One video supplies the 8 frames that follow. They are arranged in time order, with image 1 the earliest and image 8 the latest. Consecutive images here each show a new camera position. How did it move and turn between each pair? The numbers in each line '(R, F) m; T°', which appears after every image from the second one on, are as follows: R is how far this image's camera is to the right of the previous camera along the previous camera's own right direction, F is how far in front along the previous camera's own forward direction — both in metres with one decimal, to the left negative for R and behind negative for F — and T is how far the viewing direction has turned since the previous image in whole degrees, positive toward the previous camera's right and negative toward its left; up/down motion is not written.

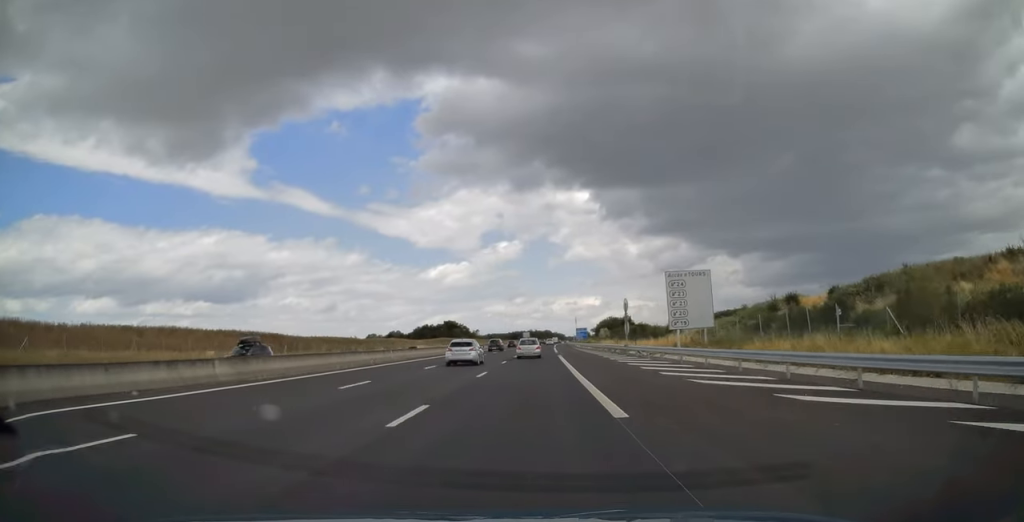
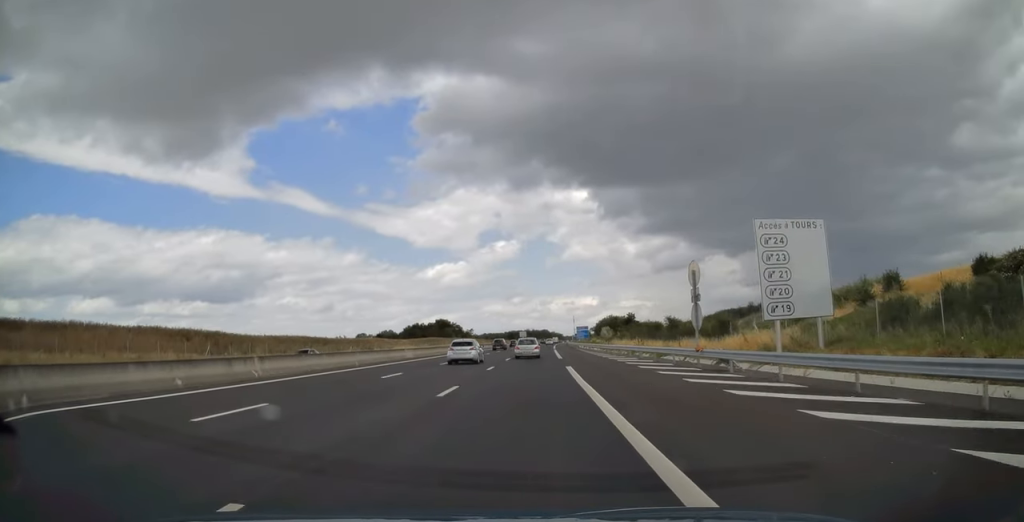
(+0.1, +19.5) m; 0°
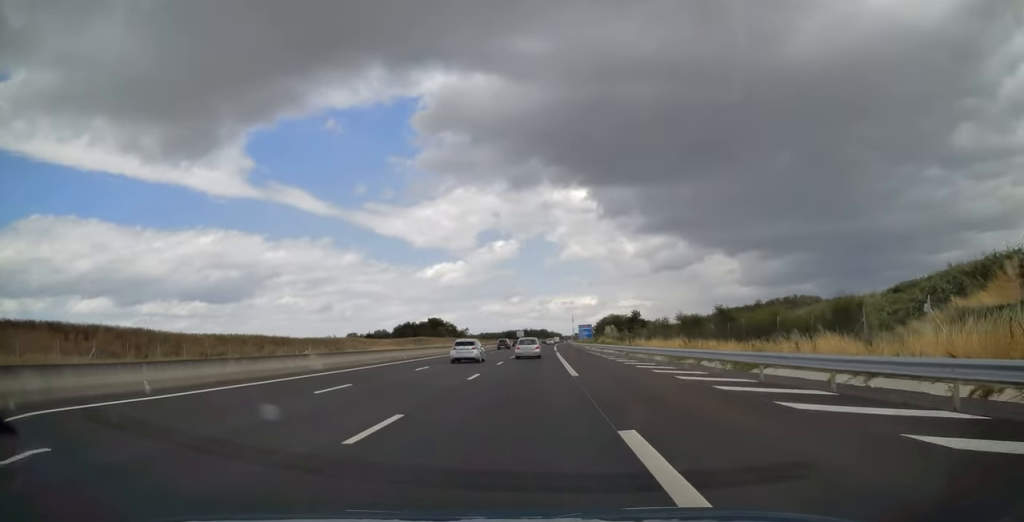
(0.0, +18.5) m; 0°
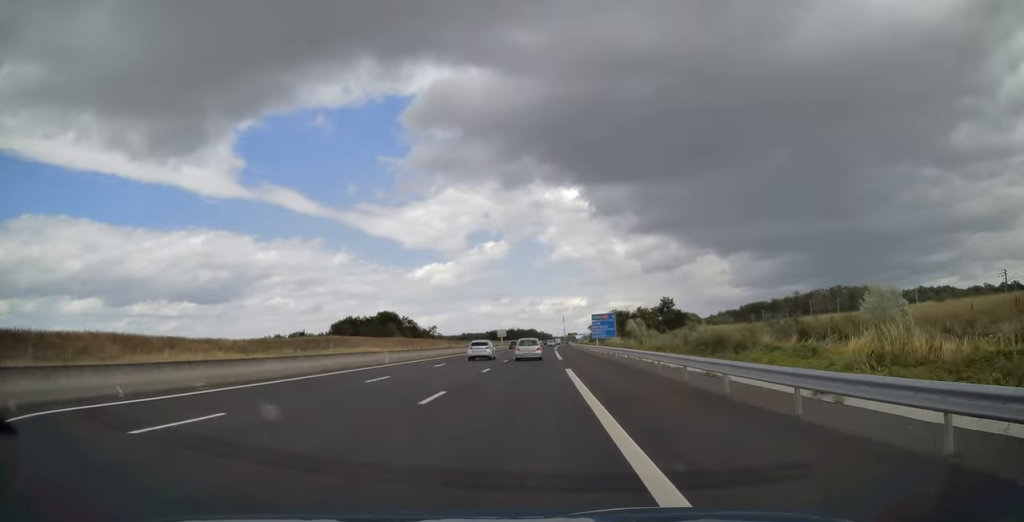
(+0.9, +92.6) m; +1°
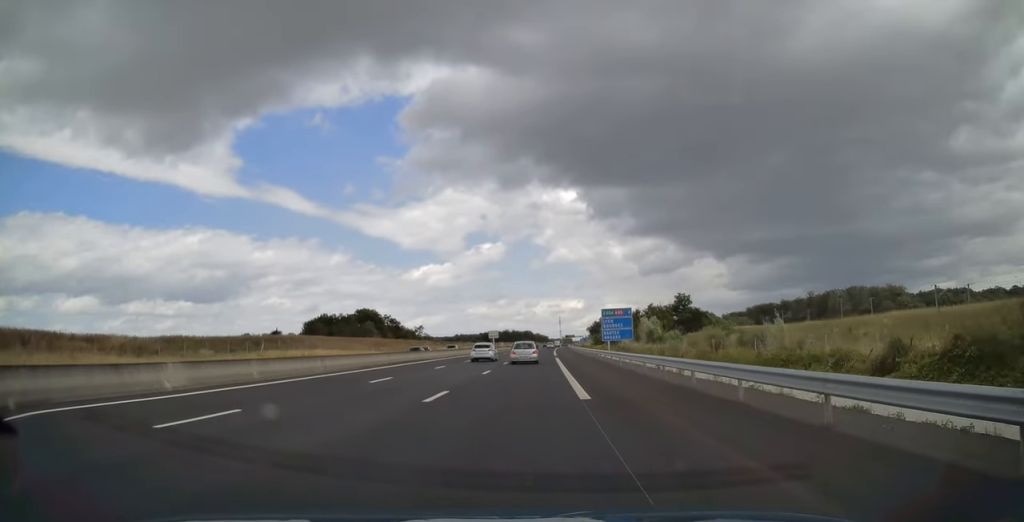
(+0.1, +26.0) m; 0°
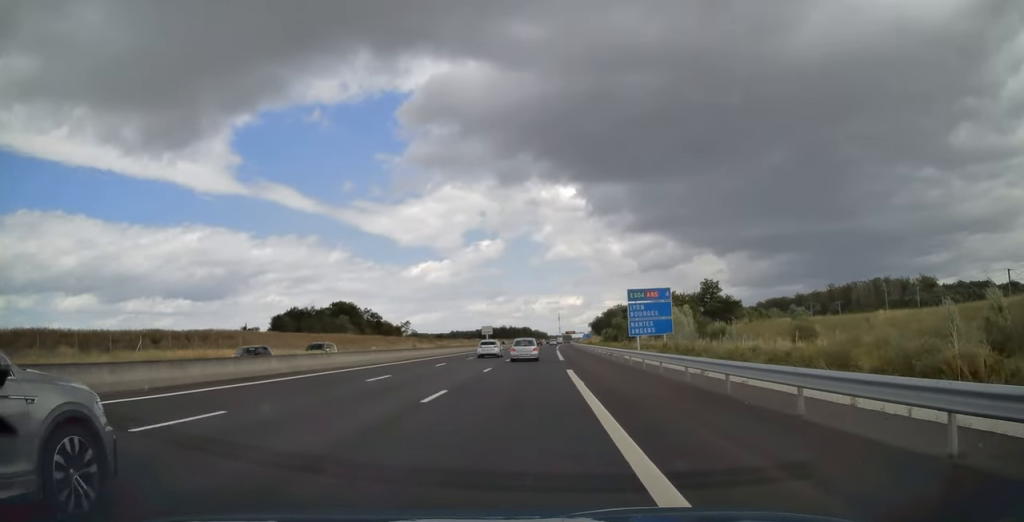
(+0.1, +27.5) m; 0°
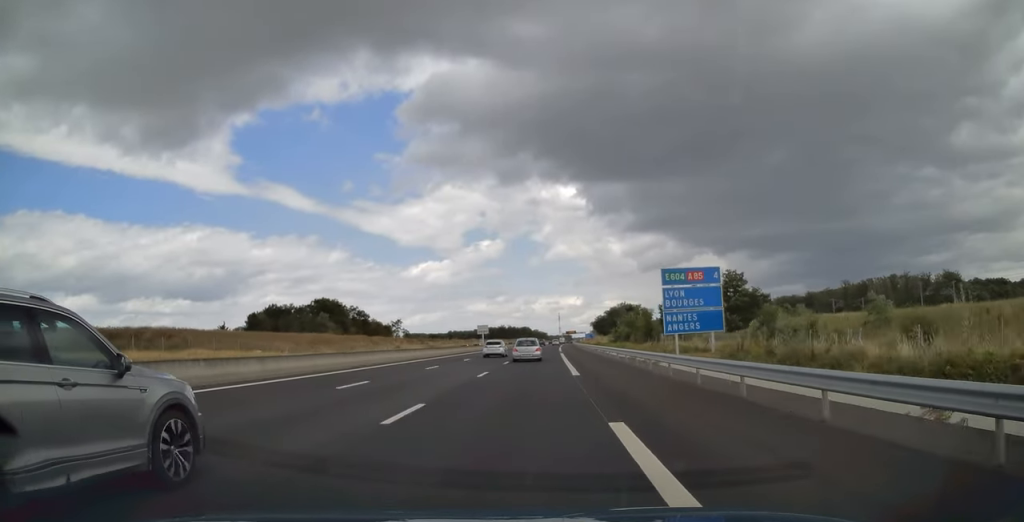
(0.0, +16.9) m; 0°
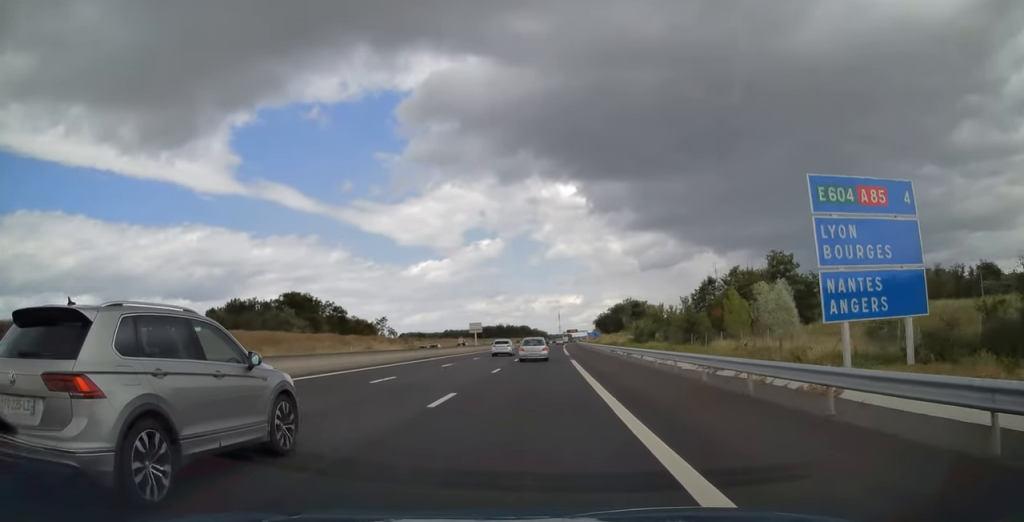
(0.0, +23.9) m; 0°
